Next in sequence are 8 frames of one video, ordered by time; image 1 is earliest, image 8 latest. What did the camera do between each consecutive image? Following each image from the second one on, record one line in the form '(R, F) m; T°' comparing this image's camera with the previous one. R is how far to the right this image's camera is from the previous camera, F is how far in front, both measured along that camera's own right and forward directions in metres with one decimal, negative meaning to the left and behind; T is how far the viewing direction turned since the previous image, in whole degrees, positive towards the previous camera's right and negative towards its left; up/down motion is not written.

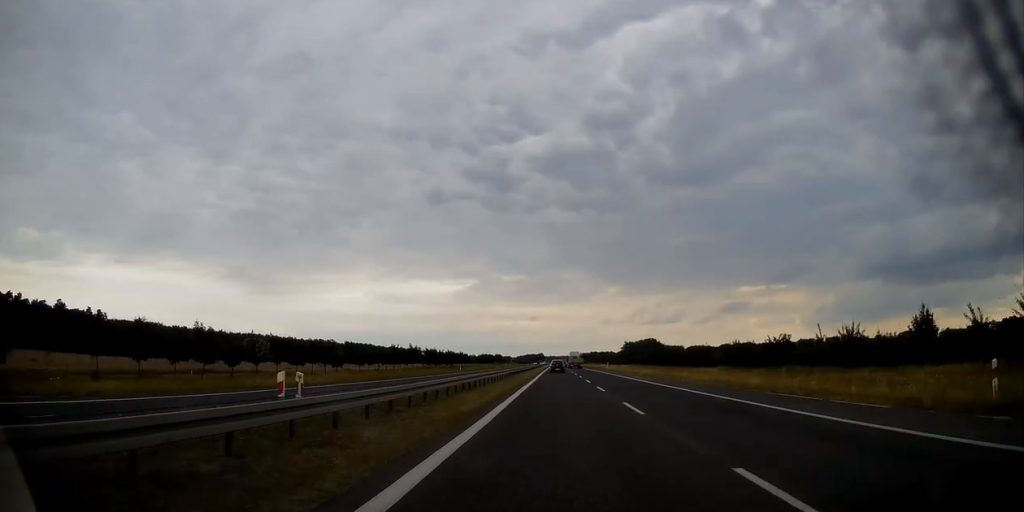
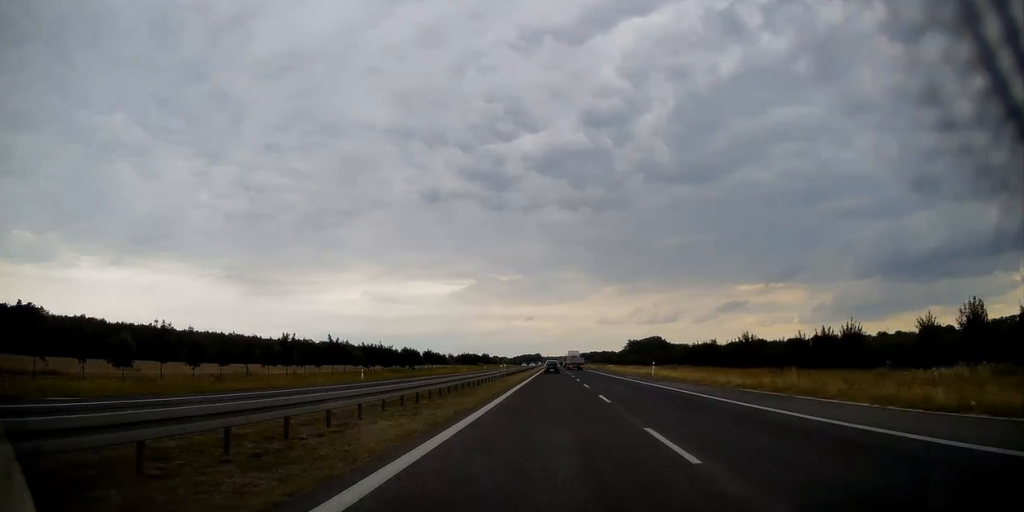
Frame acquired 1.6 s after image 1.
(-0.2, +55.4) m; -1°
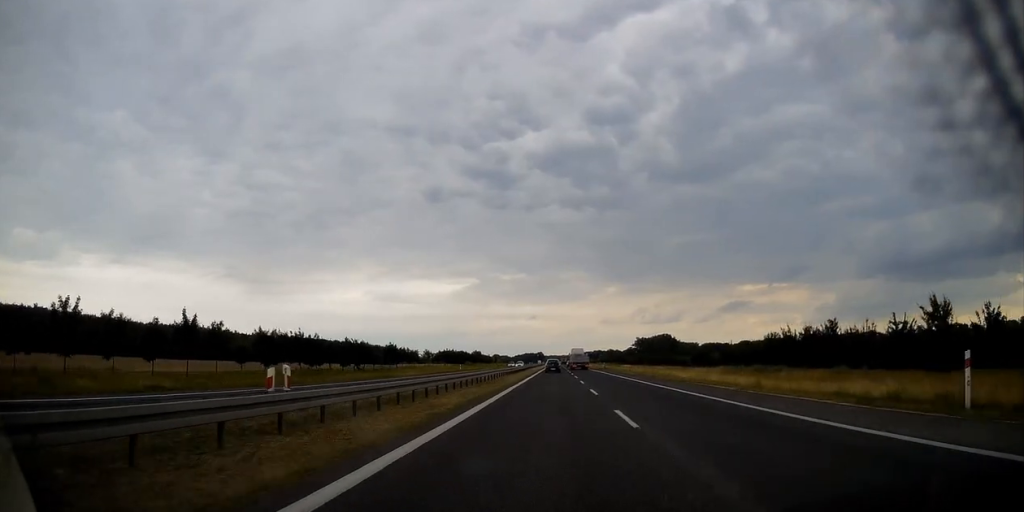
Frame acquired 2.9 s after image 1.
(+0.2, +43.9) m; +1°
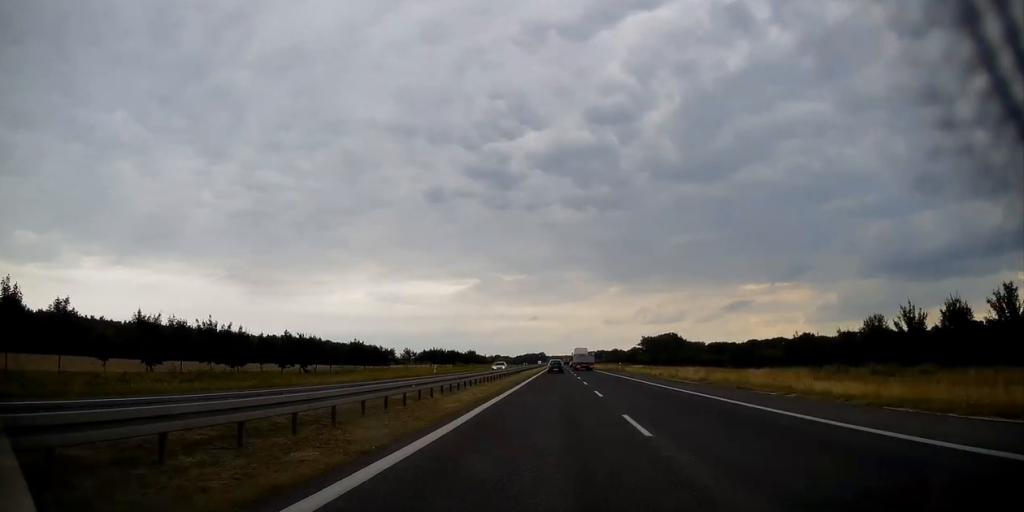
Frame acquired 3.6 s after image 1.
(+0.2, +25.4) m; 0°
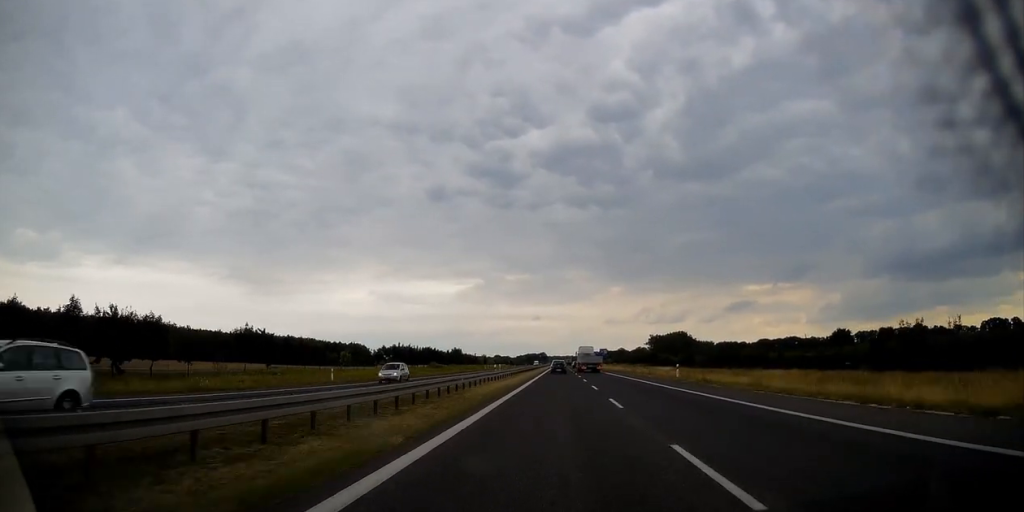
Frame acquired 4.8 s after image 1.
(-0.5, +41.5) m; -1°
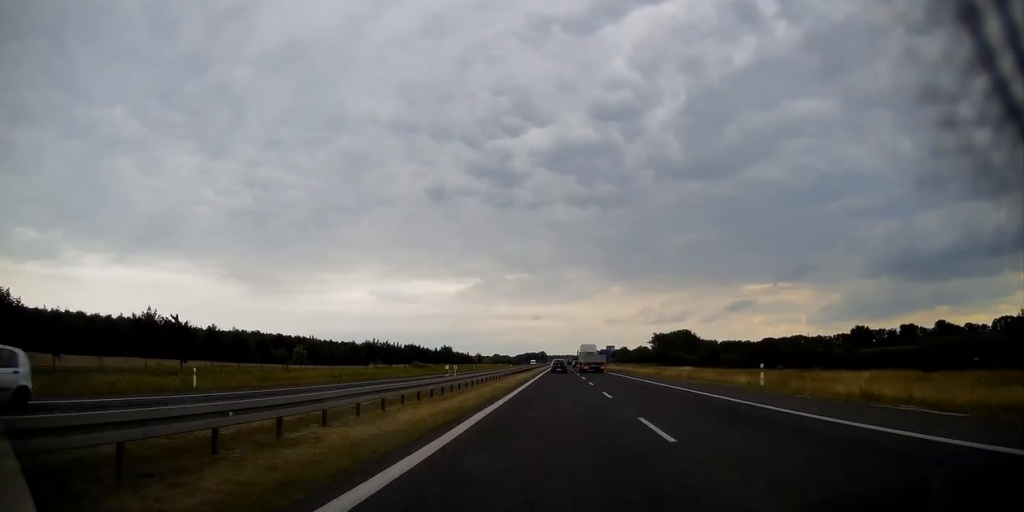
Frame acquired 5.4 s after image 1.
(0.0, +19.6) m; 0°
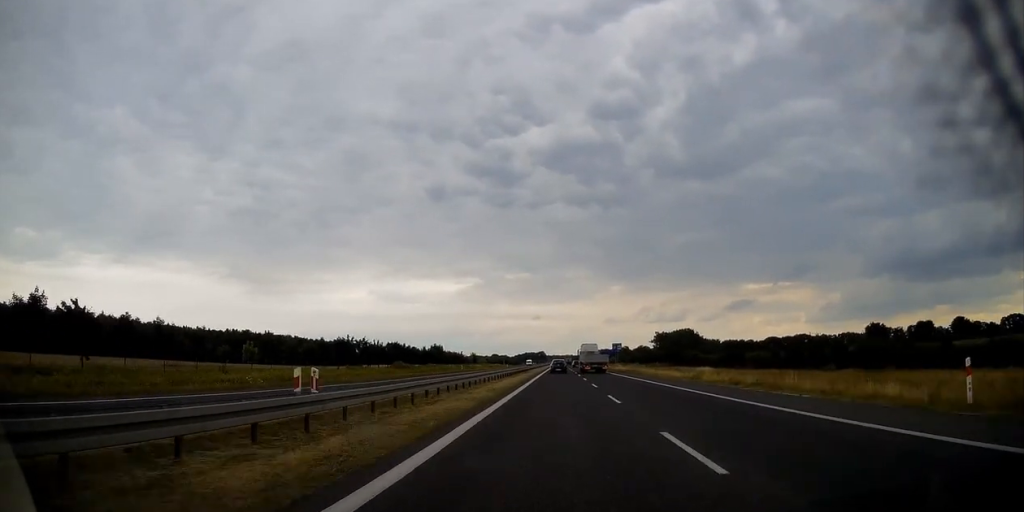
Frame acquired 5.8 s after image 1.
(0.0, +14.9) m; 0°
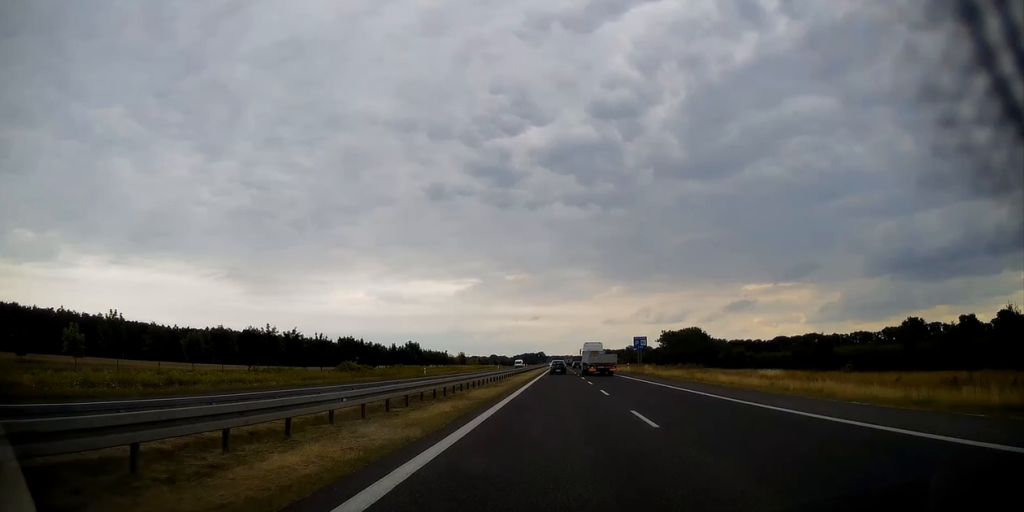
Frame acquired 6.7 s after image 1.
(+0.1, +30.9) m; 0°
